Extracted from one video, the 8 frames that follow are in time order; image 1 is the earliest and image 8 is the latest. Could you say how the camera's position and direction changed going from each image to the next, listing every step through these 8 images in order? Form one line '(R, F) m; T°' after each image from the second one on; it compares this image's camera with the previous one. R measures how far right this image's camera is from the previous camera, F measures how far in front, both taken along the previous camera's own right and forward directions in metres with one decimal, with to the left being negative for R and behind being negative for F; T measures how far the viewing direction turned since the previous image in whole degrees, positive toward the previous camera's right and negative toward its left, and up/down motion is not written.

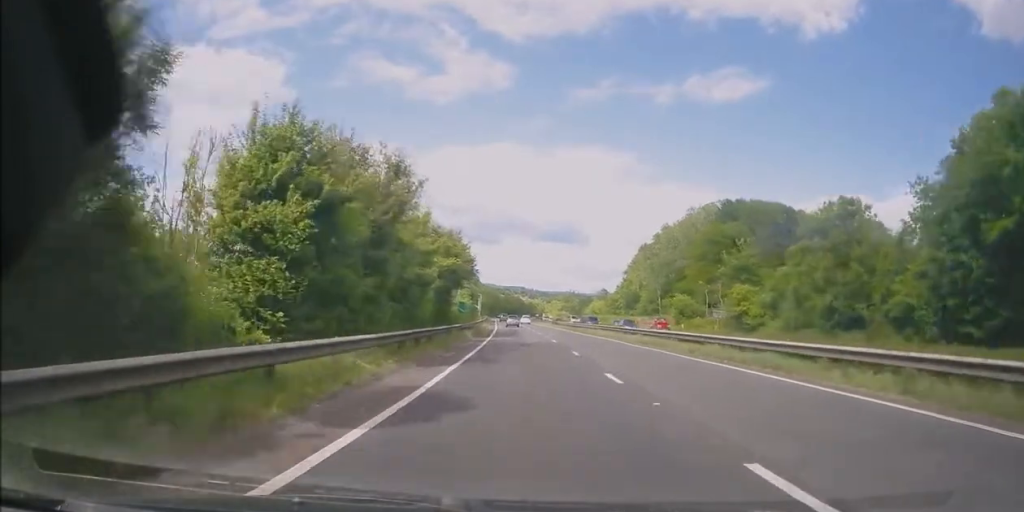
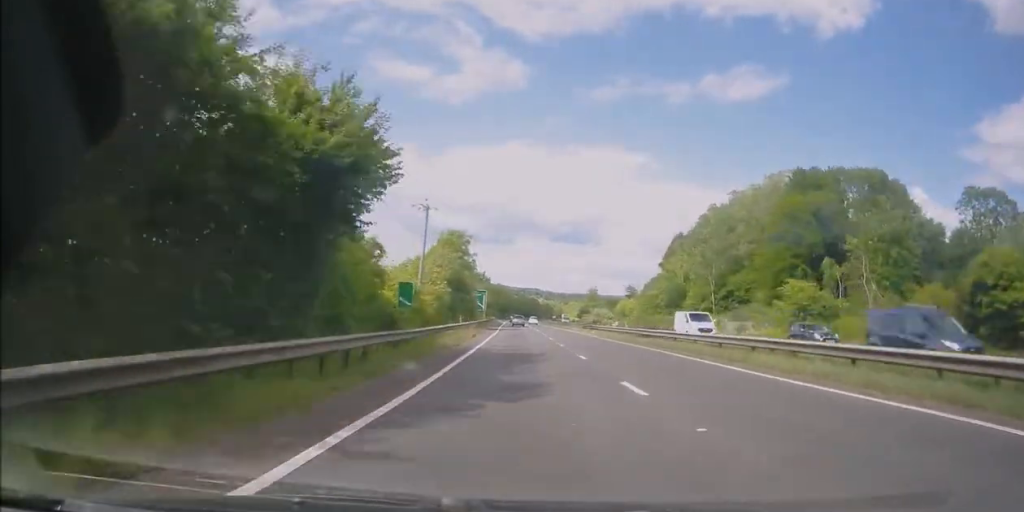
(-0.5, +32.5) m; -3°
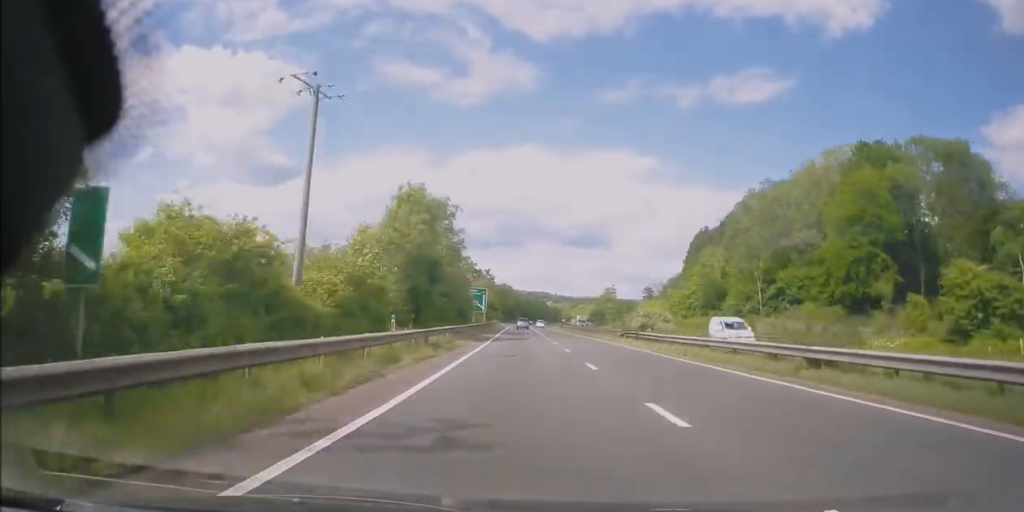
(-0.6, +20.4) m; -2°
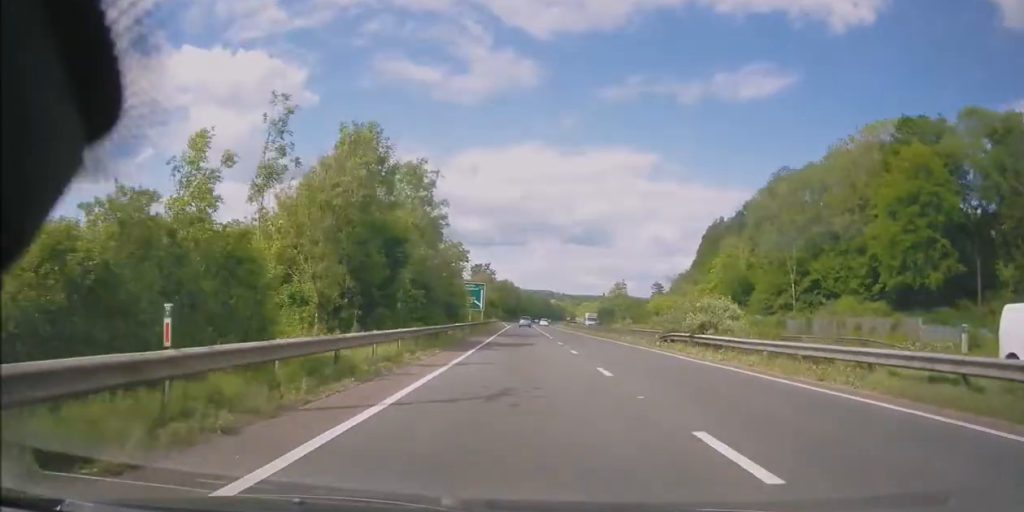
(-0.1, +11.5) m; -1°
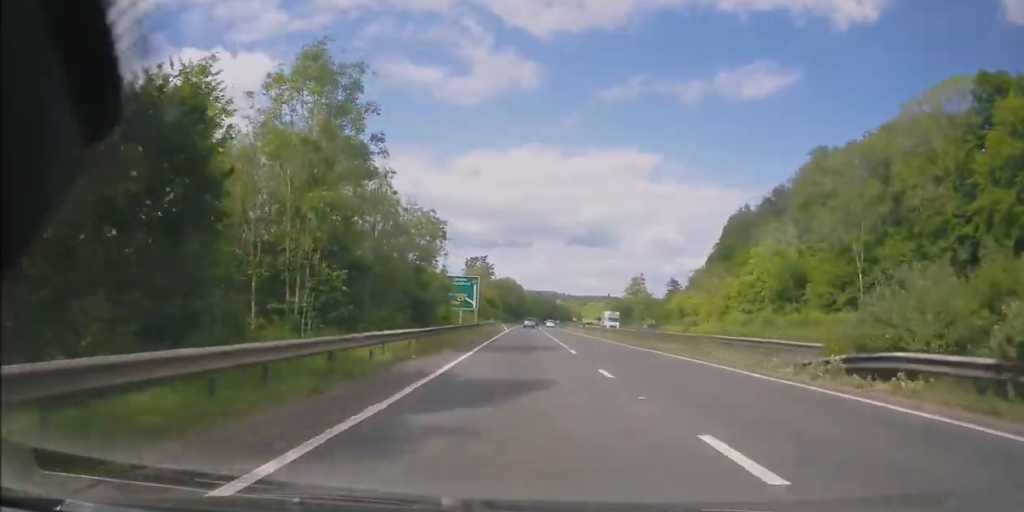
(0.0, +17.7) m; 0°
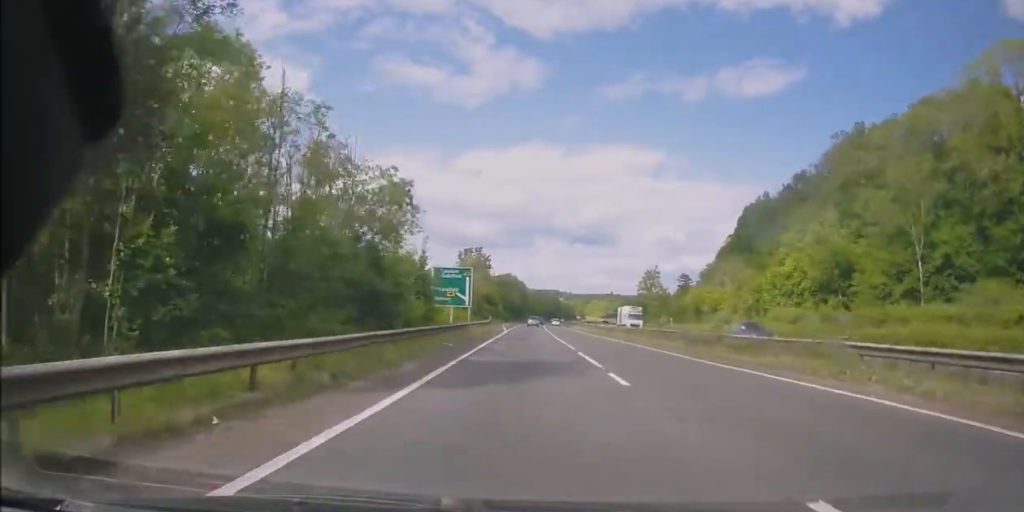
(0.0, +11.5) m; 0°
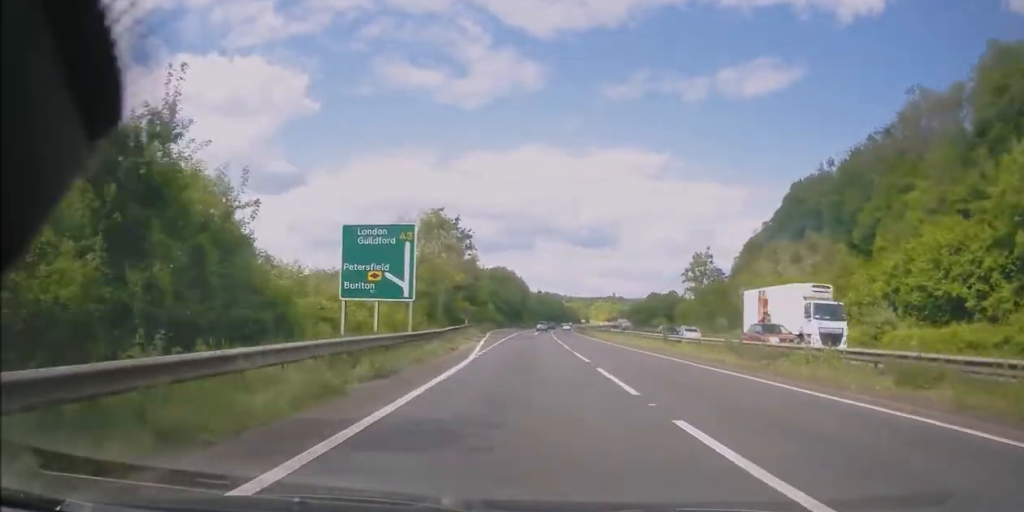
(0.0, +32.0) m; 0°
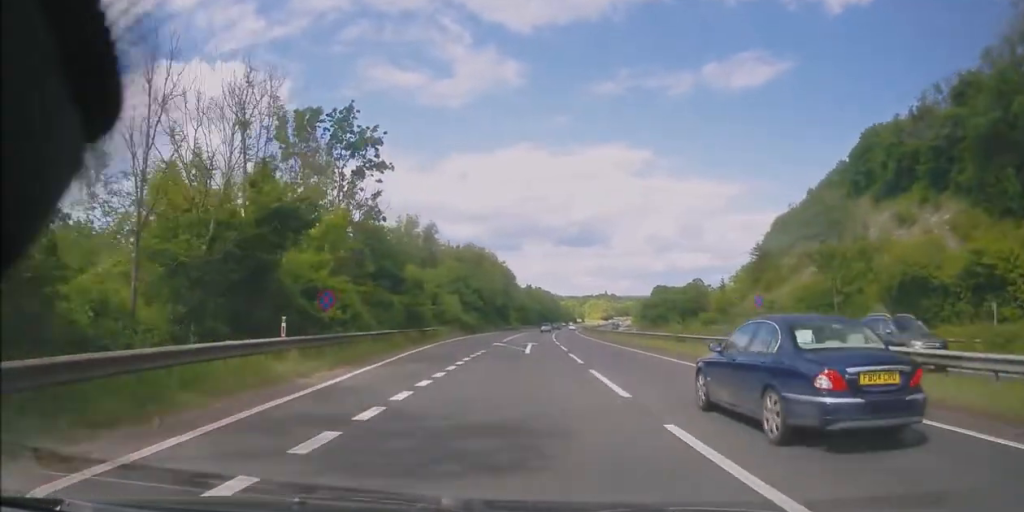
(0.0, +36.7) m; +1°
